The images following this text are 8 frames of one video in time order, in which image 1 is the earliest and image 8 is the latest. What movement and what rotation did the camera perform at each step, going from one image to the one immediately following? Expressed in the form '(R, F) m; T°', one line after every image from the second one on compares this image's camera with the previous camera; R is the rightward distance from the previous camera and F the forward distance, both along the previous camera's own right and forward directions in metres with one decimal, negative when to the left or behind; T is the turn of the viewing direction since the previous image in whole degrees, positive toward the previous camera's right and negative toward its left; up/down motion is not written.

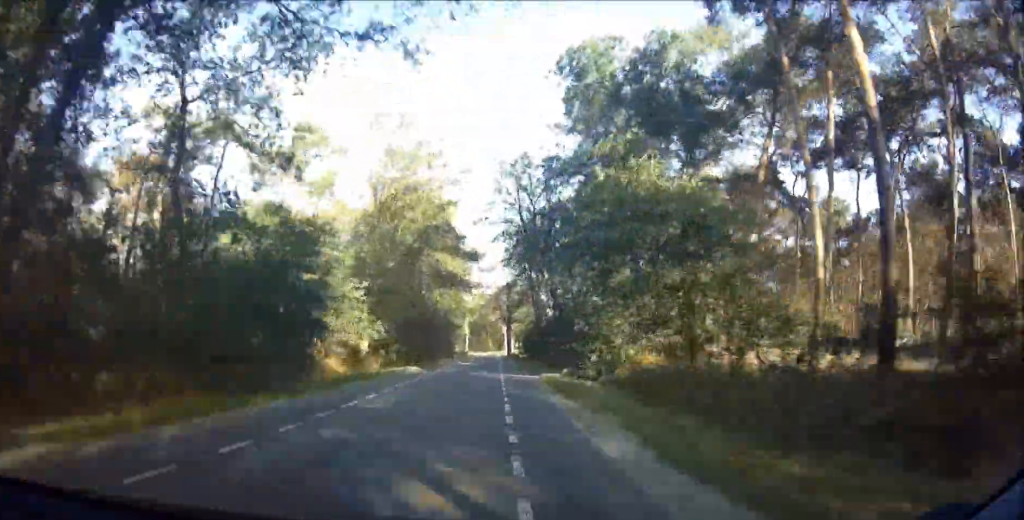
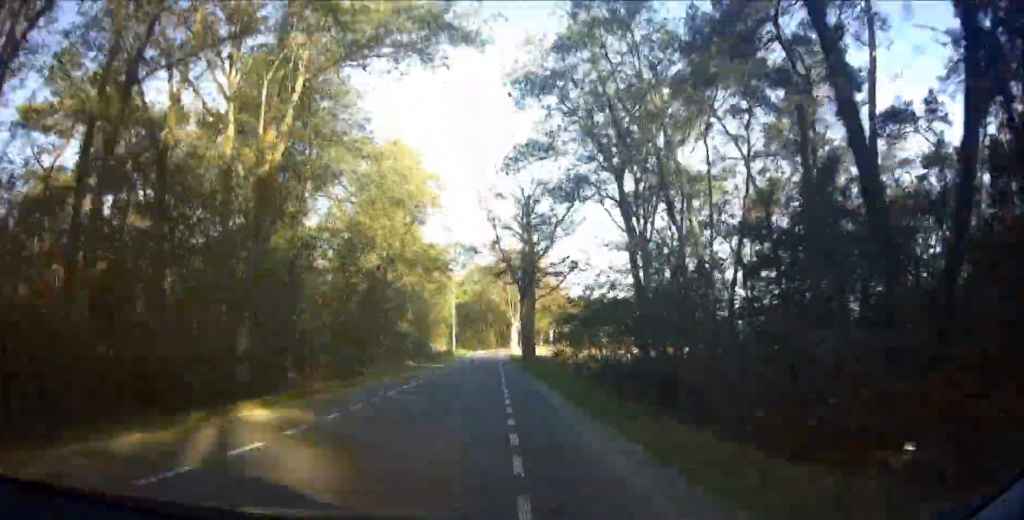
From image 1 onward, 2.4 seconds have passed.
(-0.3, +57.6) m; 0°
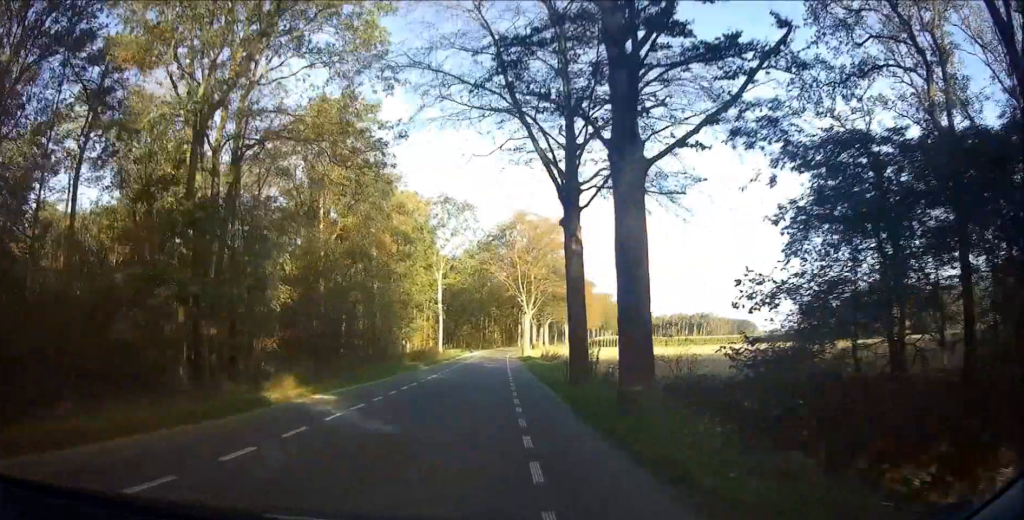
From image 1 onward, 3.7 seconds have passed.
(0.0, +30.4) m; 0°
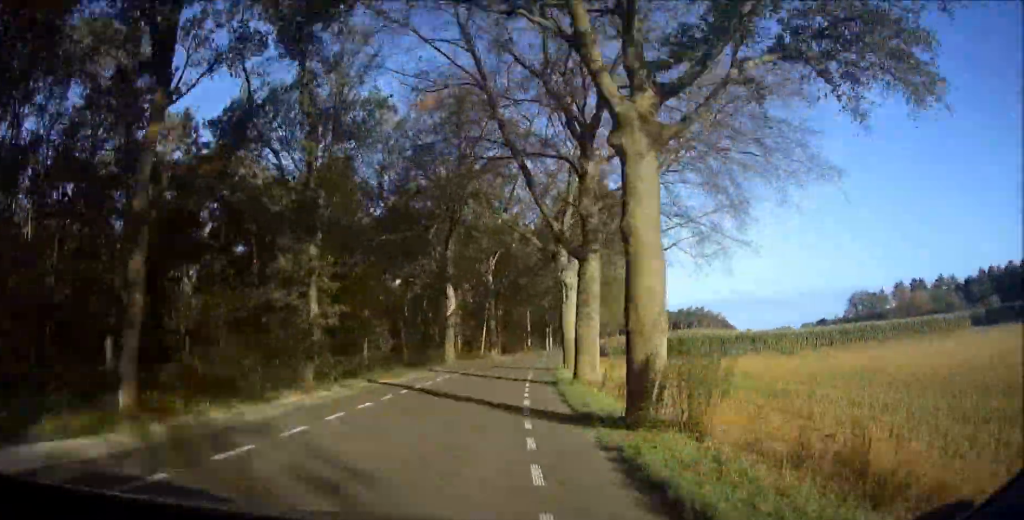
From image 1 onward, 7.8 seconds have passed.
(+4.9, +99.0) m; +8°
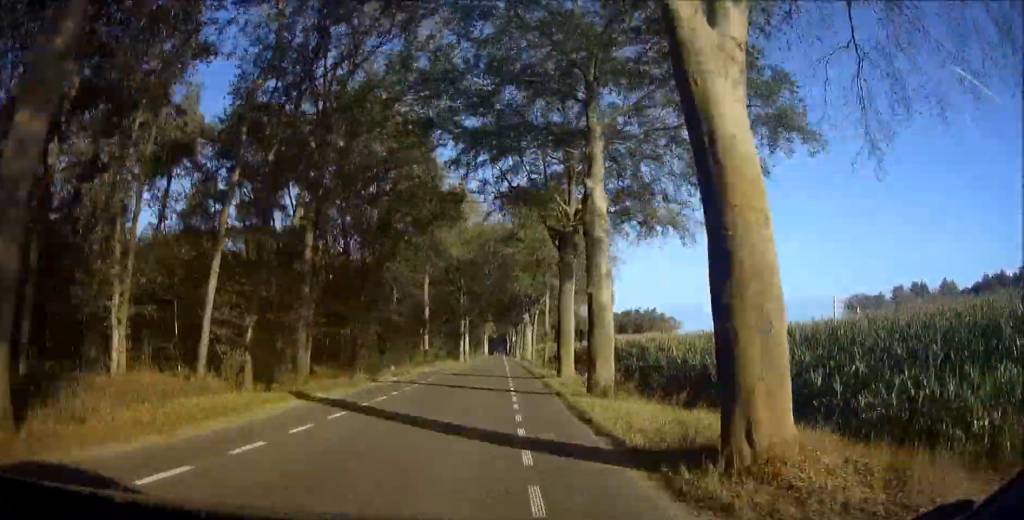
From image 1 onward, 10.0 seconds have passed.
(+2.7, +52.7) m; +4°
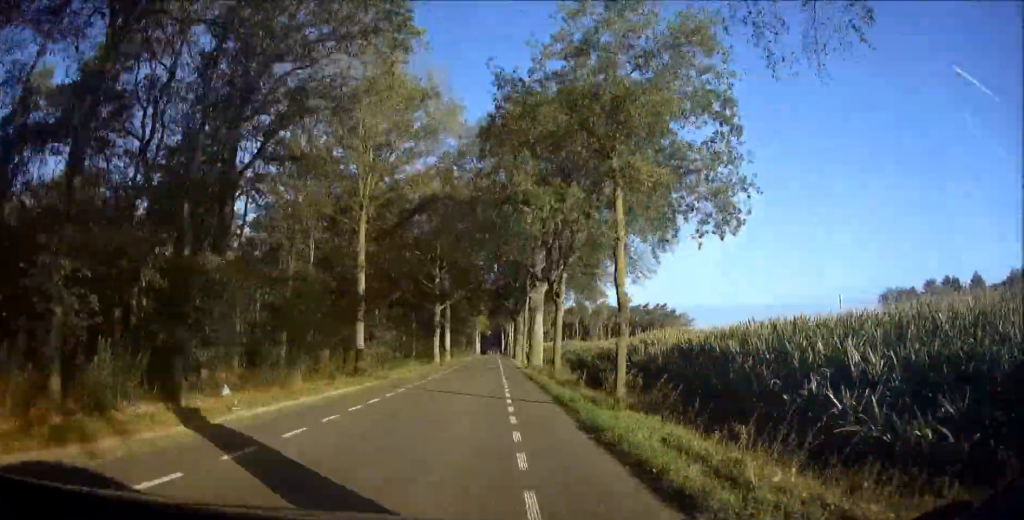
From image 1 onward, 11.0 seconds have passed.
(+0.3, +23.9) m; +1°
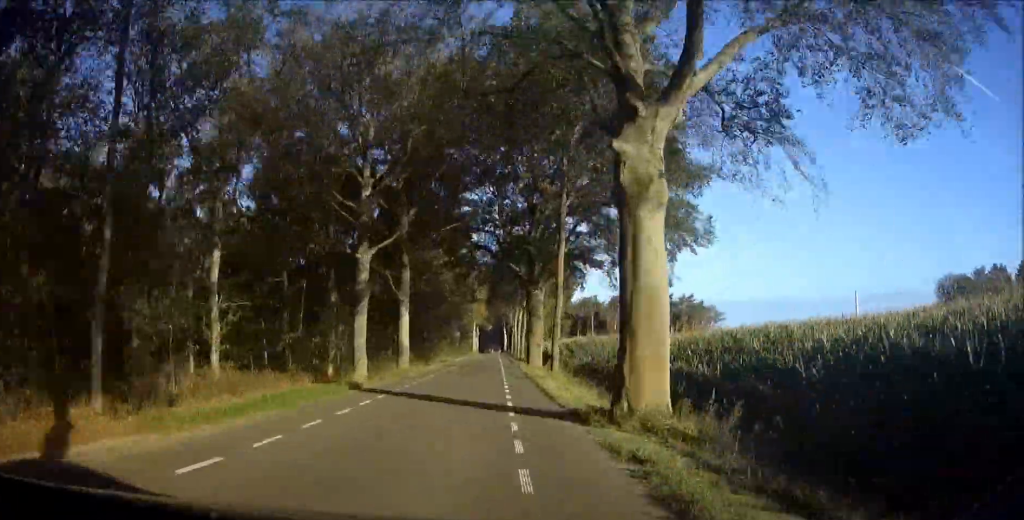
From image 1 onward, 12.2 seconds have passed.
(+0.1, +28.7) m; 0°
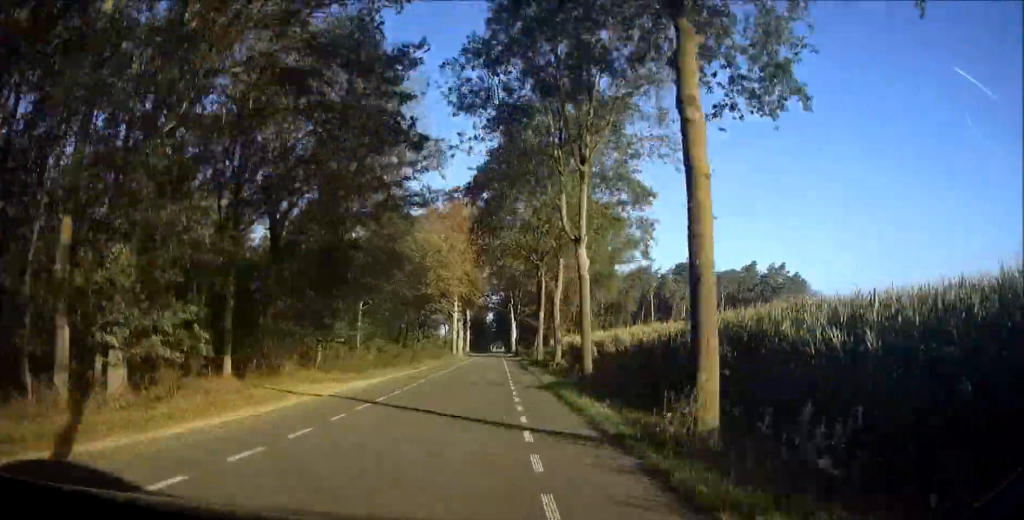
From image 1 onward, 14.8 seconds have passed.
(-0.1, +62.2) m; 0°
